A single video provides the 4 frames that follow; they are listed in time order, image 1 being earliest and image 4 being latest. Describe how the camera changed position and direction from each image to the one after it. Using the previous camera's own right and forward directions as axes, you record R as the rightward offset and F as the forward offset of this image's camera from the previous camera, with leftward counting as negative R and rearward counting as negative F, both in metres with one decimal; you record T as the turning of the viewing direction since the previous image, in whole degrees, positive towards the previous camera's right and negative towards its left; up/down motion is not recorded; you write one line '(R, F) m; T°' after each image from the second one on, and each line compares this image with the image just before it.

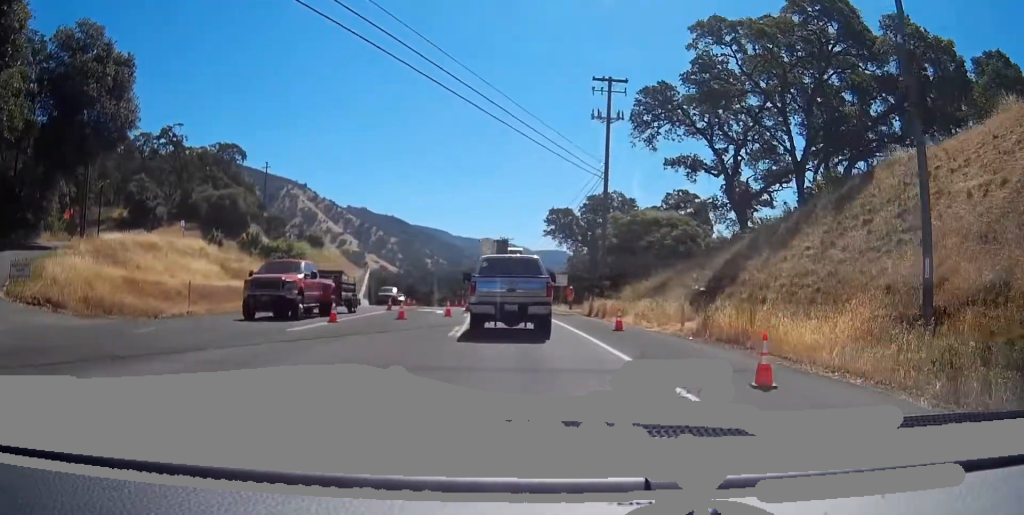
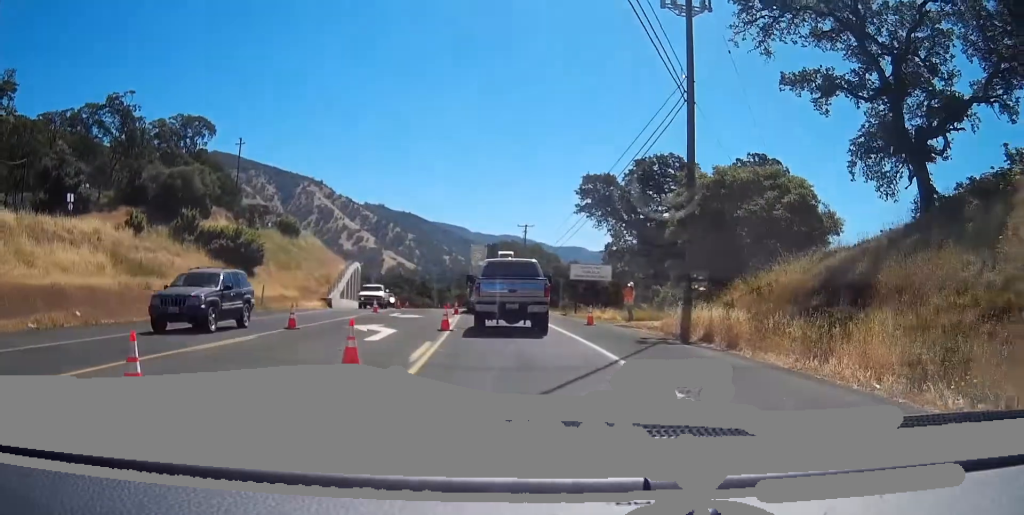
(-2.1, +20.6) m; -5°
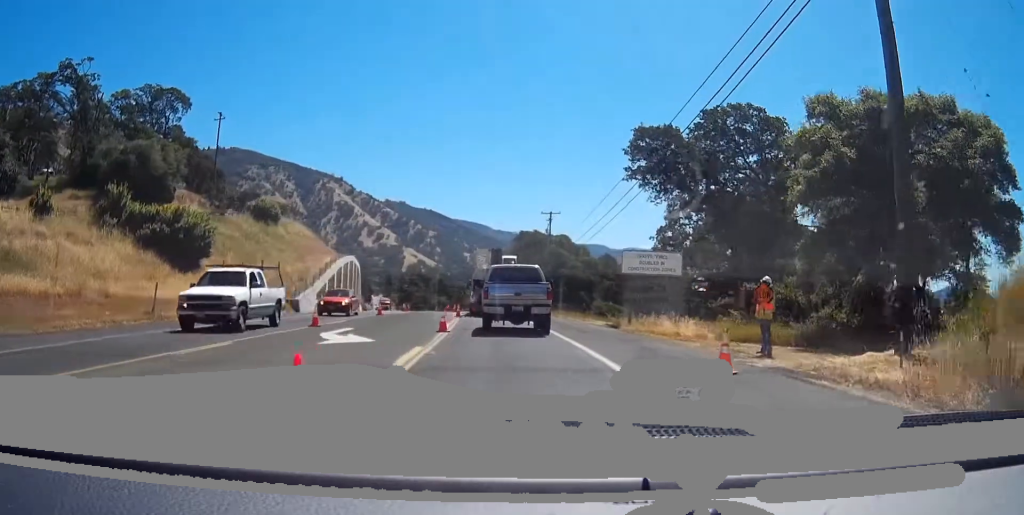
(+0.5, +15.5) m; +3°
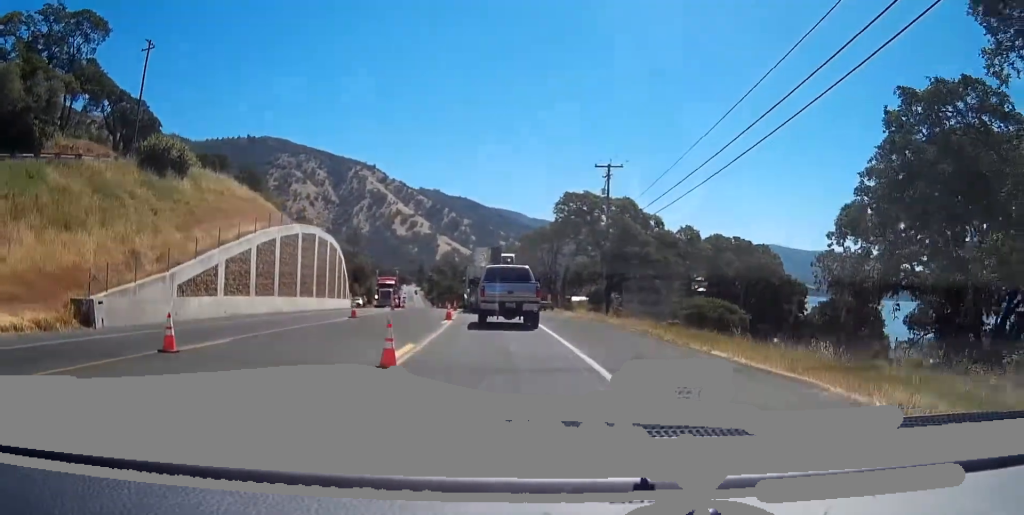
(-0.8, +28.7) m; -2°
